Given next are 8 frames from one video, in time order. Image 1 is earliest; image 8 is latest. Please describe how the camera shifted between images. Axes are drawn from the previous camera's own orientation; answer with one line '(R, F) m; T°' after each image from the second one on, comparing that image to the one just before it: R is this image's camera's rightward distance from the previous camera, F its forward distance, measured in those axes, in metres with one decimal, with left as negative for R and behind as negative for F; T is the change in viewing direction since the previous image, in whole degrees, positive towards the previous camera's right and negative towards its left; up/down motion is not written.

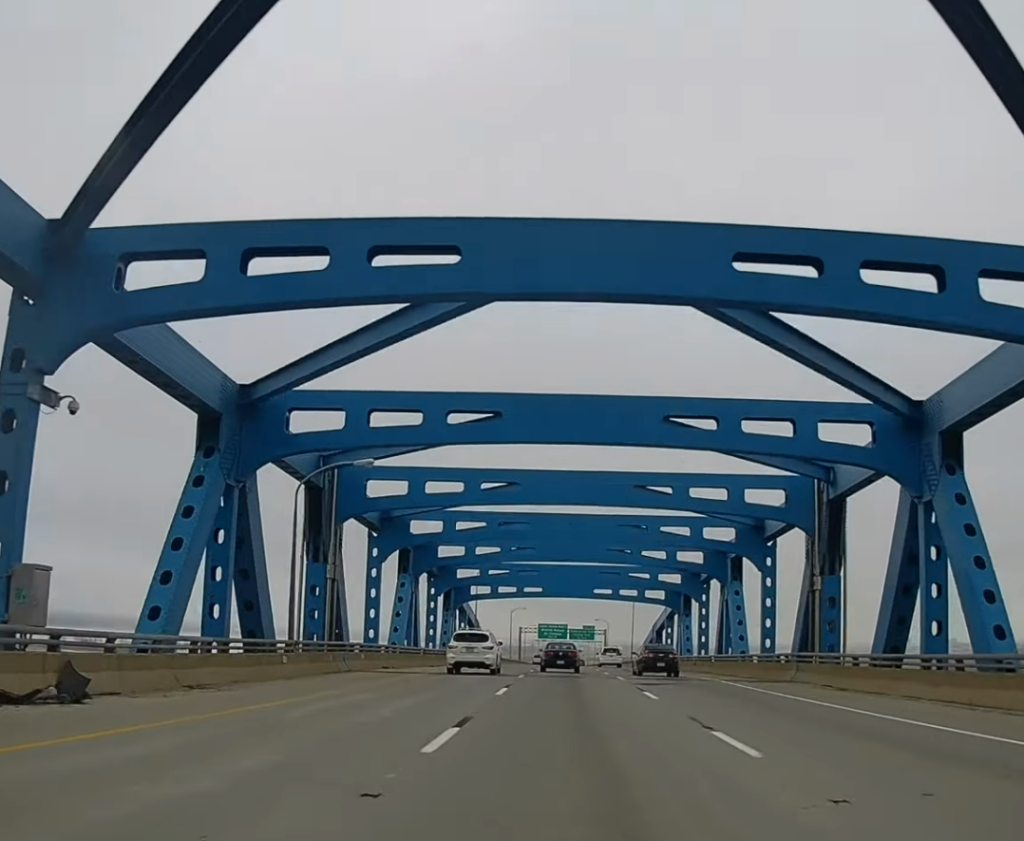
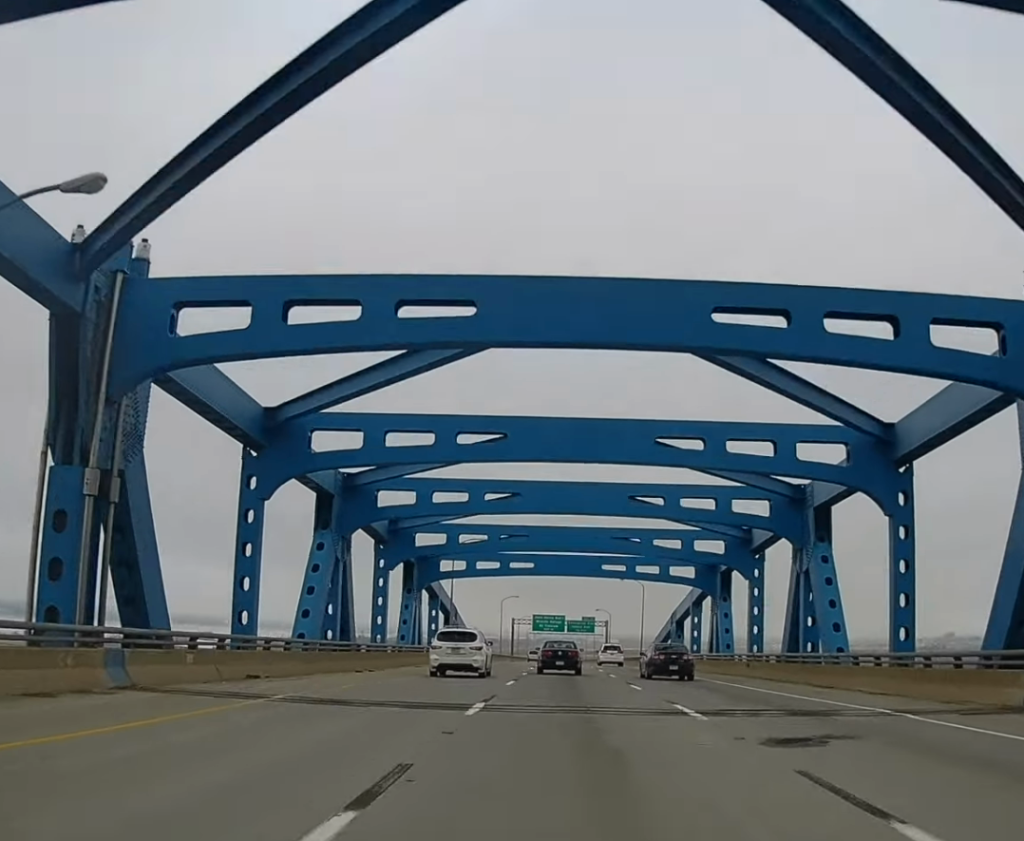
(0.0, +21.5) m; 0°
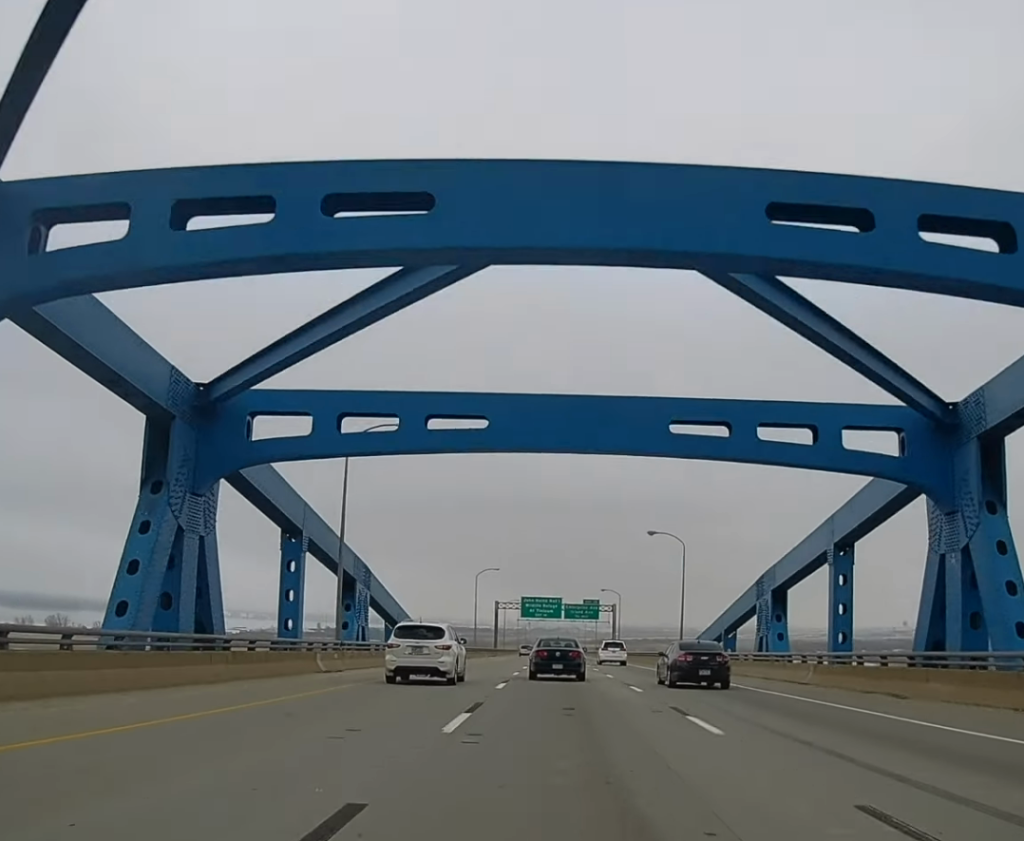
(+0.1, +43.2) m; 0°
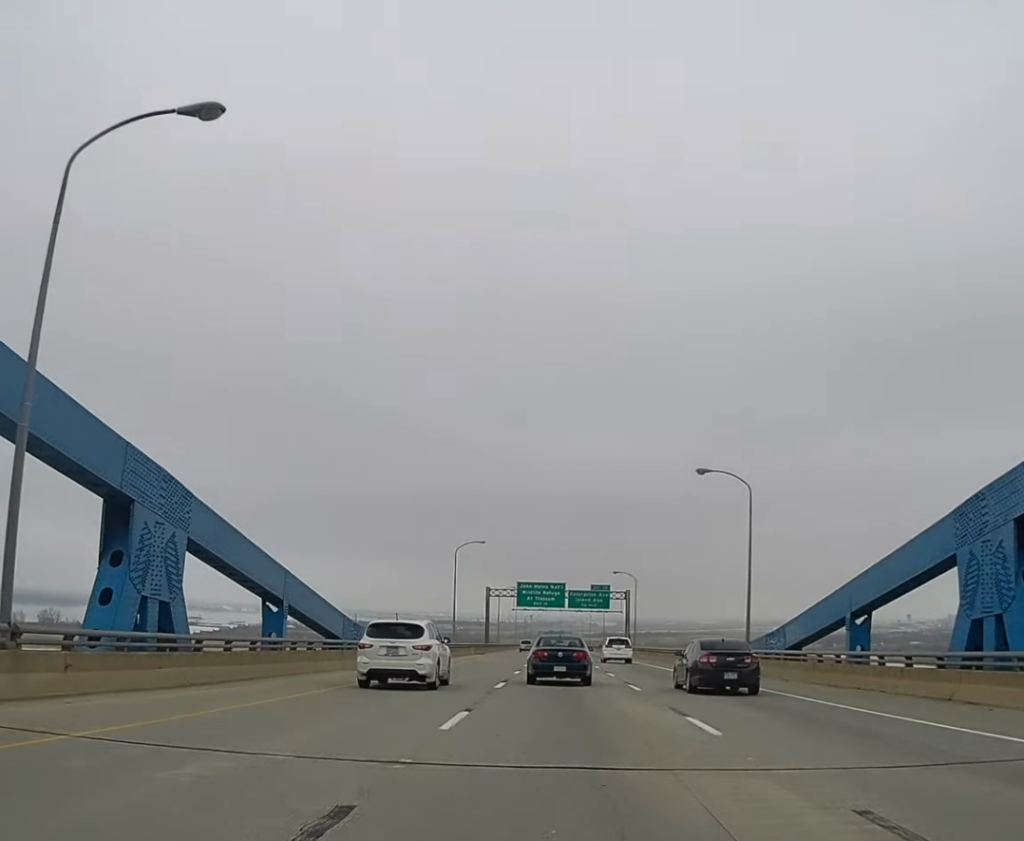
(0.0, +27.6) m; 0°
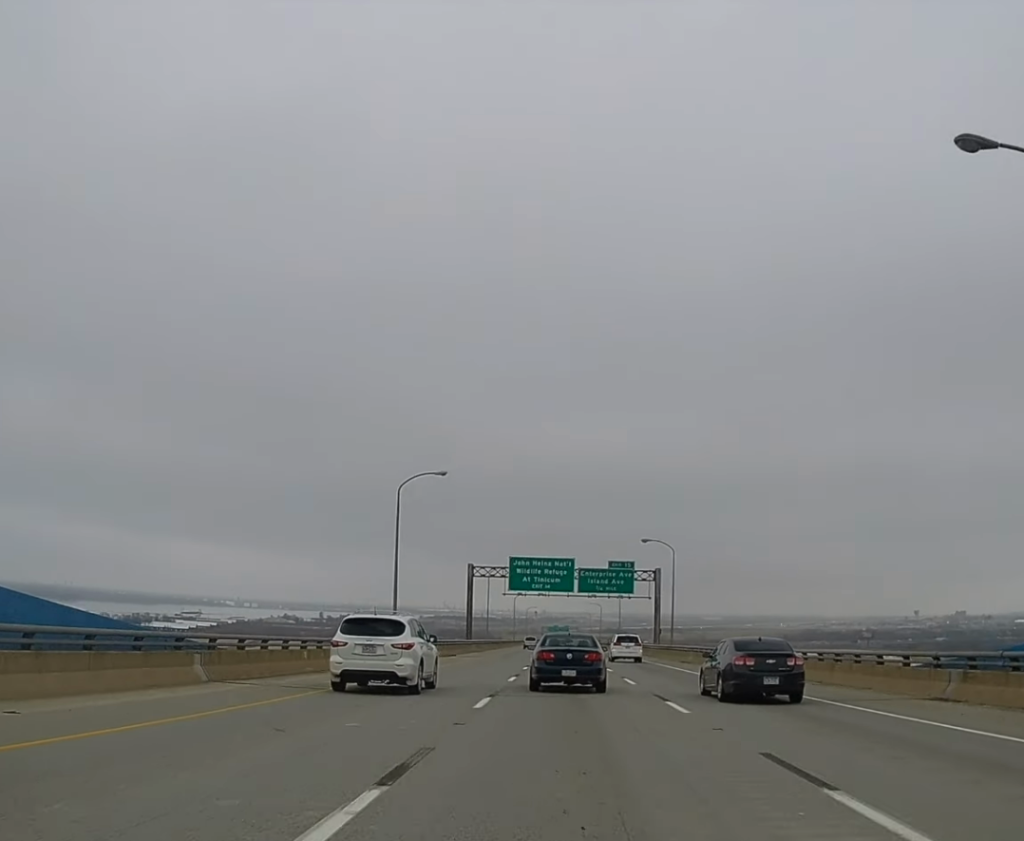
(+0.1, +36.4) m; +1°
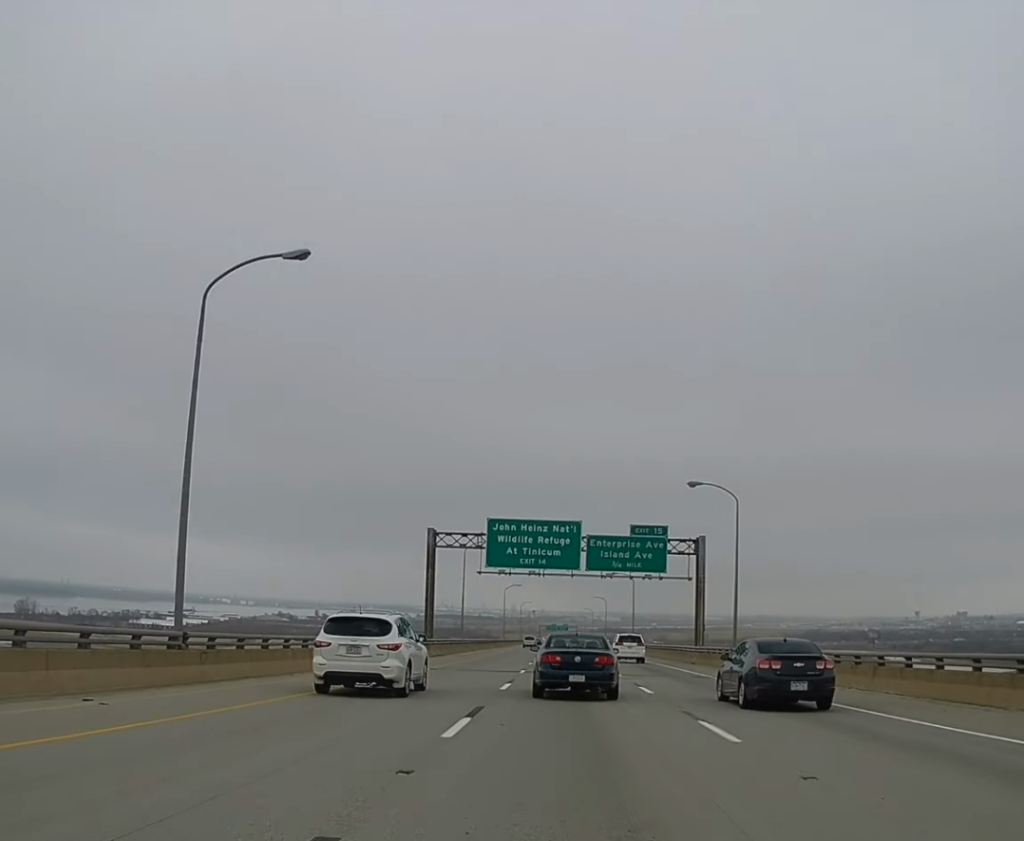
(+0.5, +31.9) m; 0°
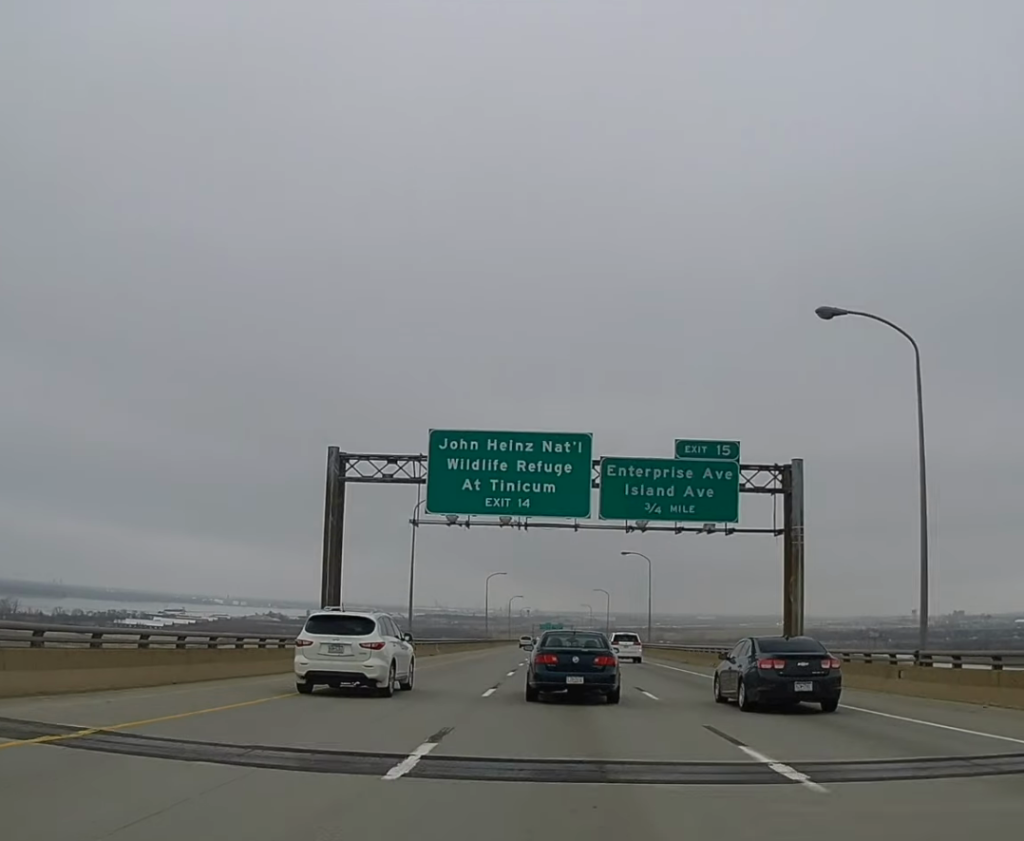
(-0.2, +29.6) m; 0°
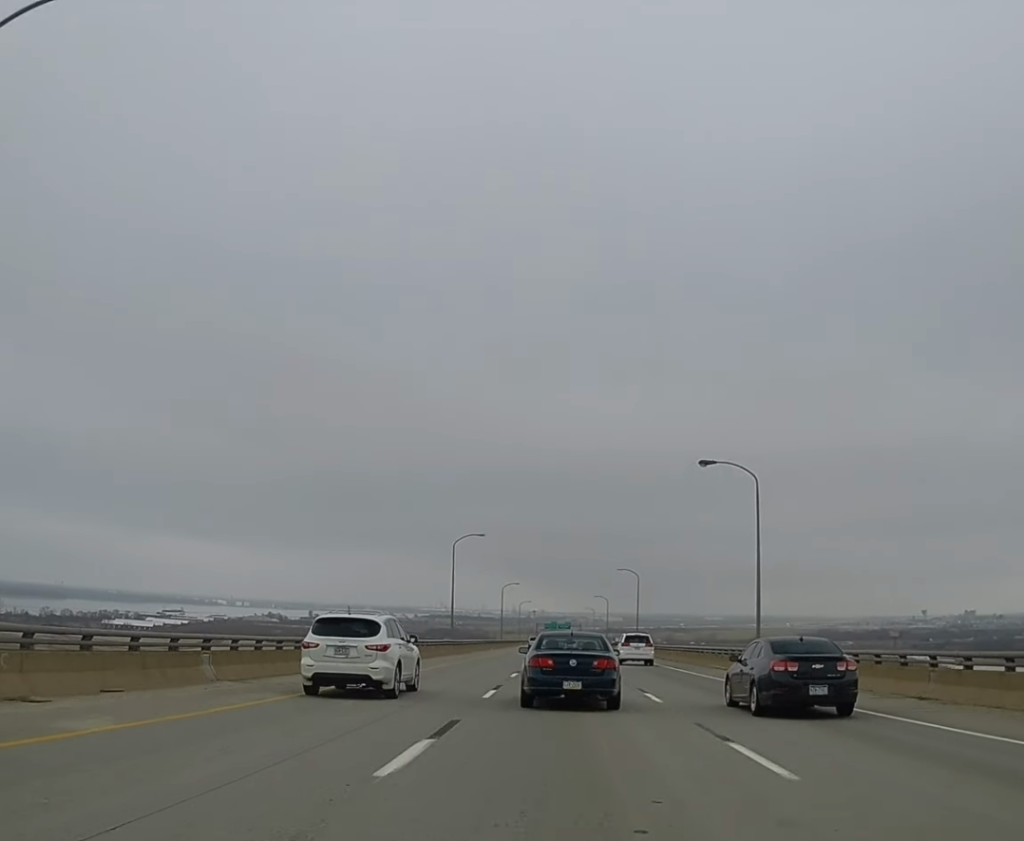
(-0.1, +51.3) m; -1°
